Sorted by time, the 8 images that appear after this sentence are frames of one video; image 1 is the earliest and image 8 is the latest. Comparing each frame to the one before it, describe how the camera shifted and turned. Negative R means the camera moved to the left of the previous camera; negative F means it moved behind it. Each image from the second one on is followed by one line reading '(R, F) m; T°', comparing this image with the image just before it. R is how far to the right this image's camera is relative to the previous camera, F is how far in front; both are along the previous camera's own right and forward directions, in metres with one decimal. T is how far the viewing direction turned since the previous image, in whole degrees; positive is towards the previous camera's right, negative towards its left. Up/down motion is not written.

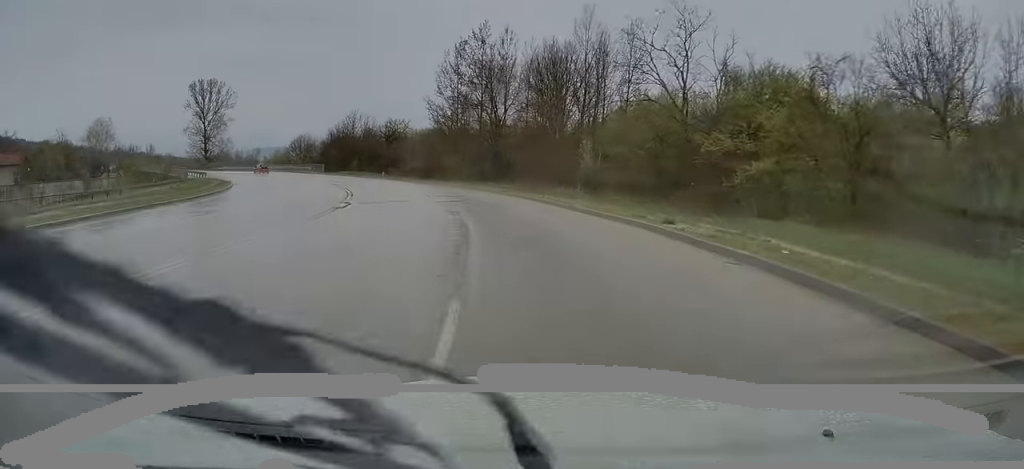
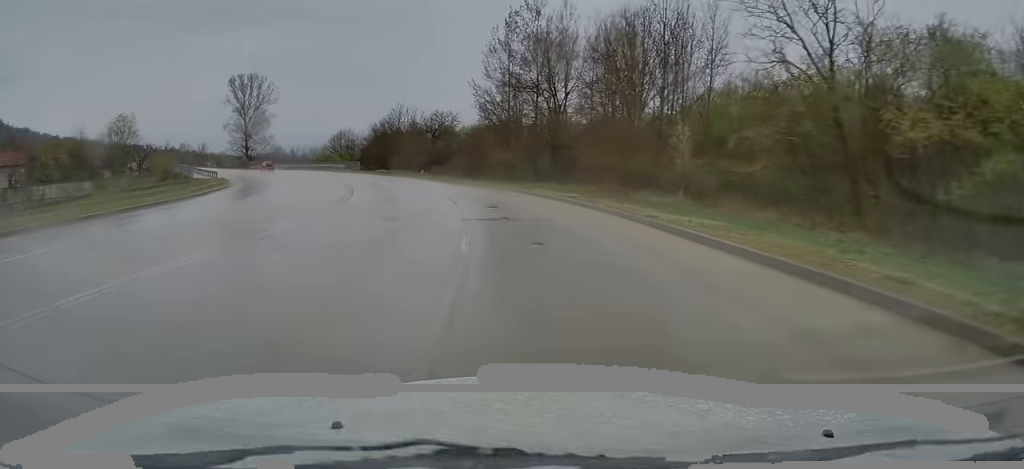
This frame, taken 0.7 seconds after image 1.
(-0.3, +11.5) m; -5°
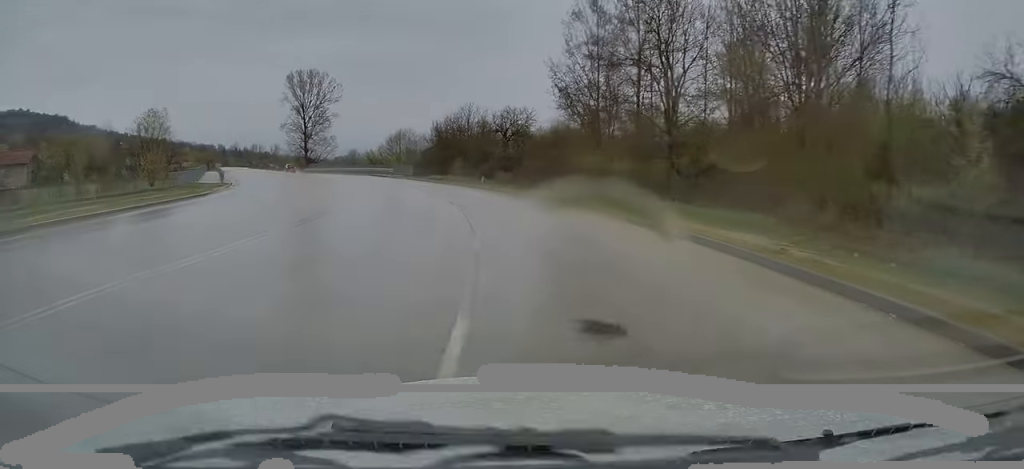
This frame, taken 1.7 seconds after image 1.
(-0.9, +15.2) m; -7°
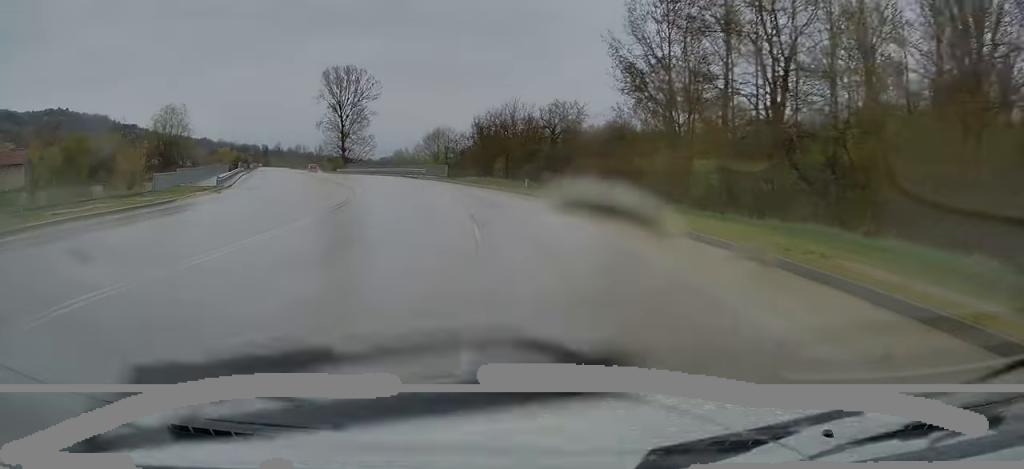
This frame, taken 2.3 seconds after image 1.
(-0.4, +9.0) m; -4°
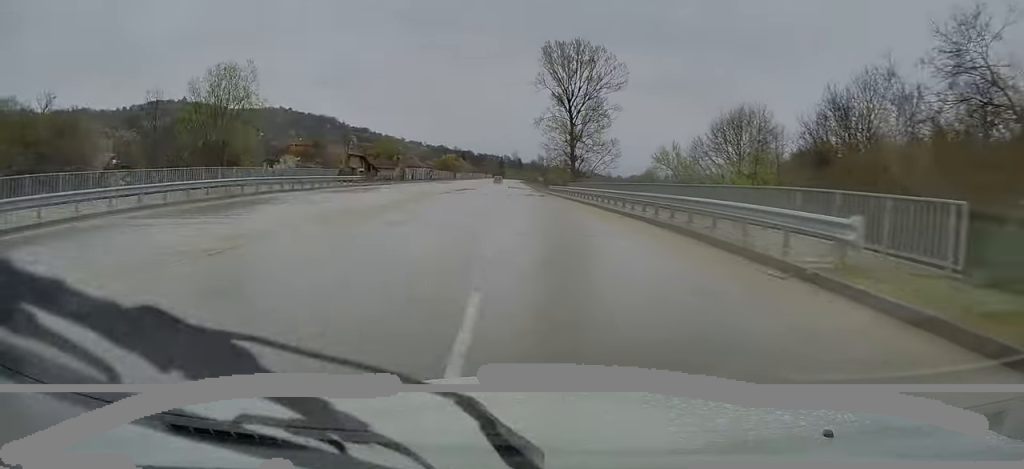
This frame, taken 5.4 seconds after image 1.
(-10.1, +49.6) m; -20°
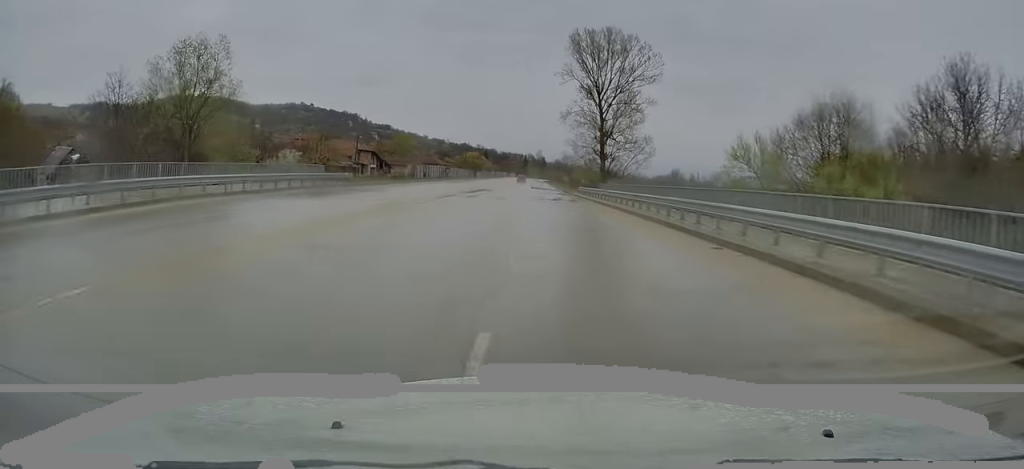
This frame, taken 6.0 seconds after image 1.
(-0.3, +10.5) m; -2°
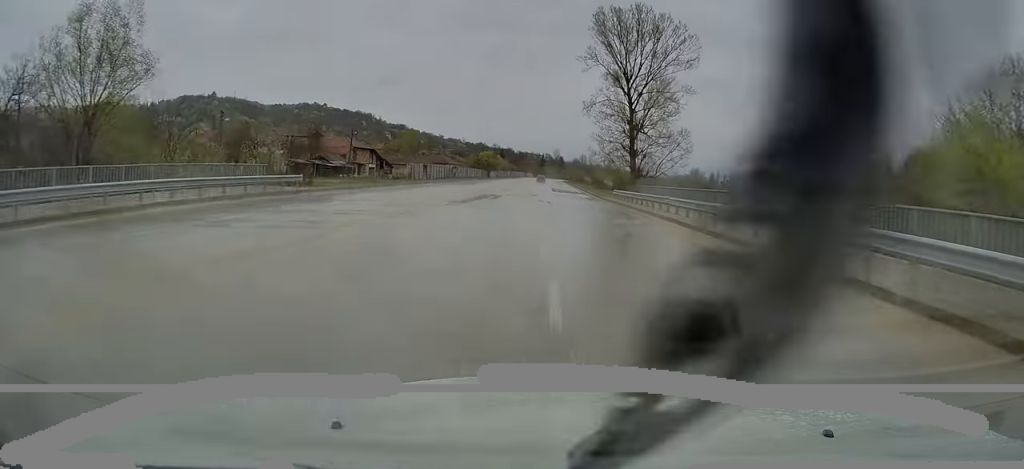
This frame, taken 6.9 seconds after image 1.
(-0.4, +14.5) m; -2°
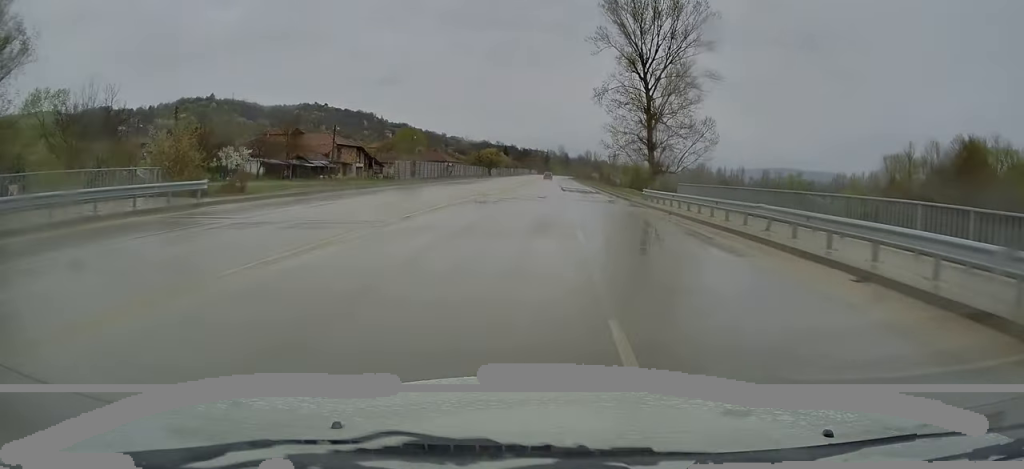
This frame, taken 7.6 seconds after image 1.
(-0.2, +11.2) m; -1°
